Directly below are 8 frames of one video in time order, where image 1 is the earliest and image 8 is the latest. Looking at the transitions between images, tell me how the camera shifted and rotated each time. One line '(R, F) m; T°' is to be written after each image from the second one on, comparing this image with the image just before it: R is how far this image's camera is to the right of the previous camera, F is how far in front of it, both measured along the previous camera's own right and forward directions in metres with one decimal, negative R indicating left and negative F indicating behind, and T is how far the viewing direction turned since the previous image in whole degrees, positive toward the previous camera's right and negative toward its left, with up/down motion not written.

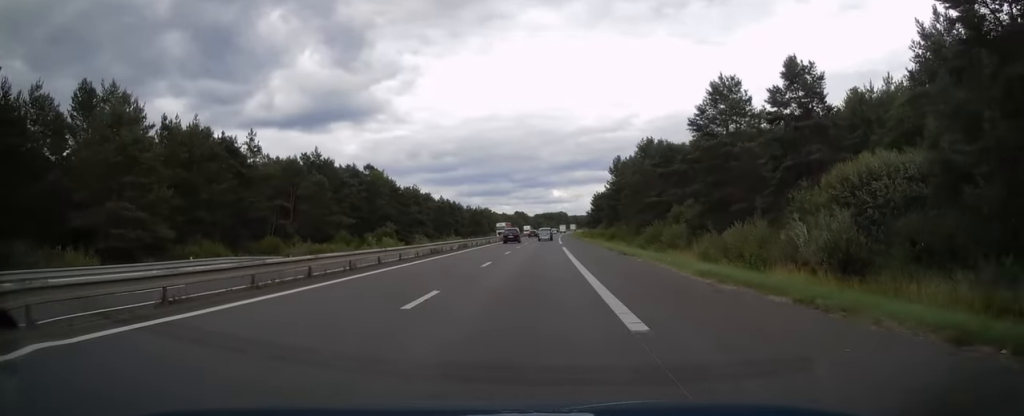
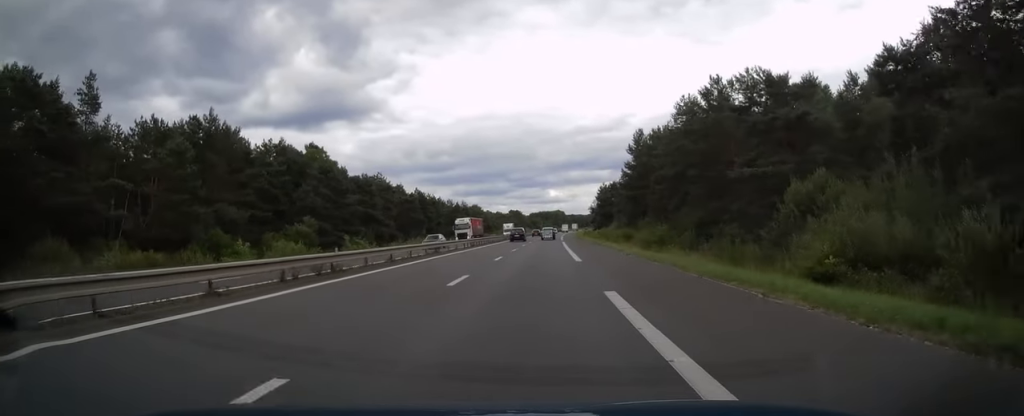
(+0.2, +34.2) m; 0°
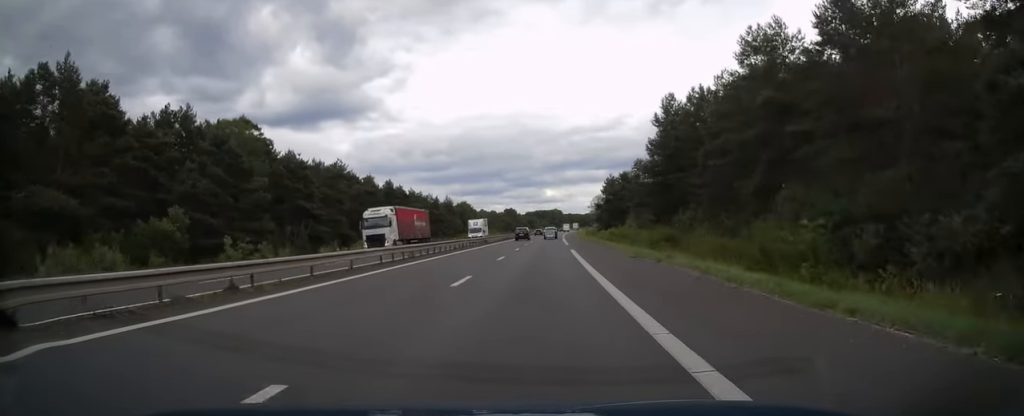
(-0.1, +25.9) m; 0°
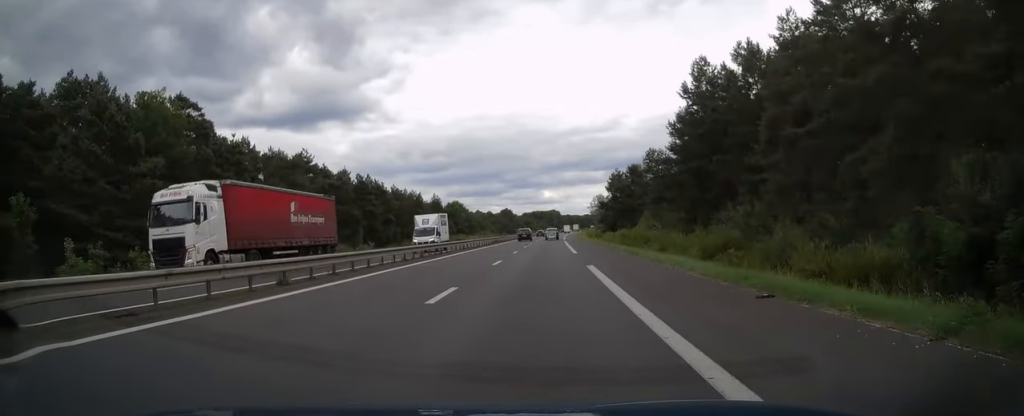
(0.0, +16.1) m; 0°
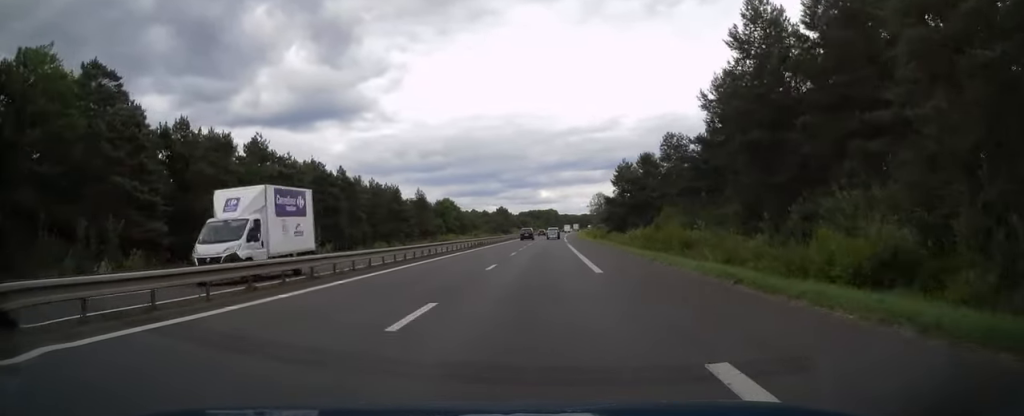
(+0.1, +16.1) m; 0°
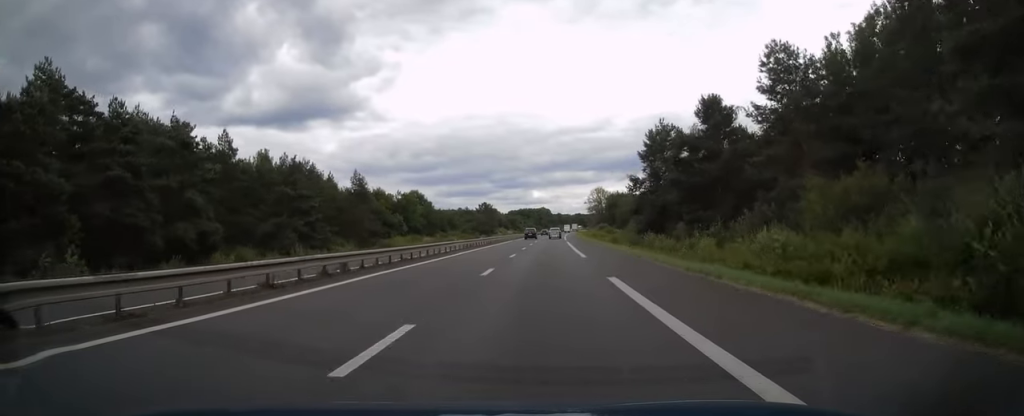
(+0.3, +41.1) m; +1°
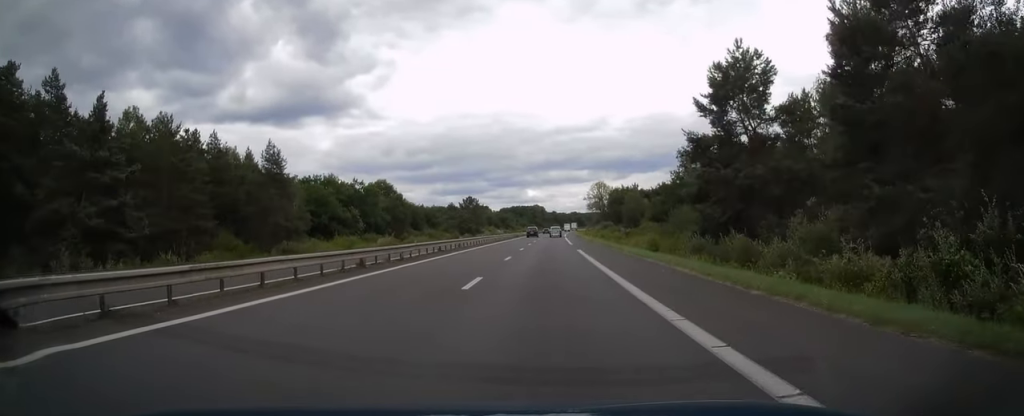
(+0.3, +30.4) m; 0°
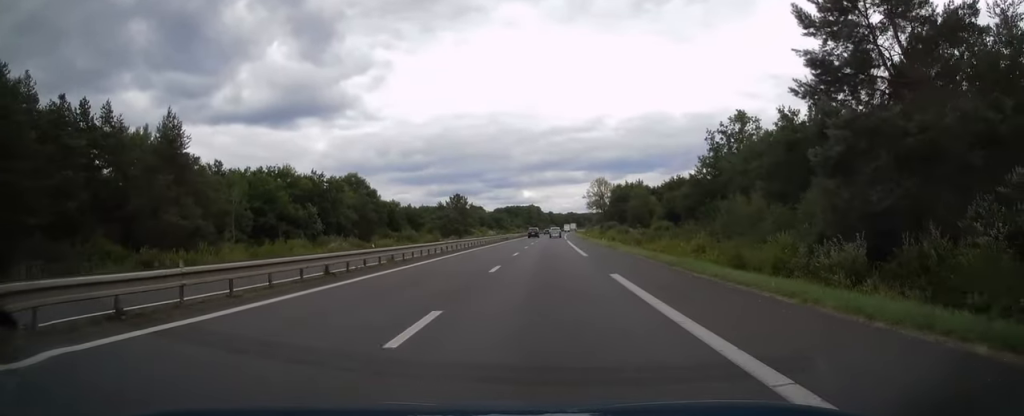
(-0.1, +19.6) m; 0°
